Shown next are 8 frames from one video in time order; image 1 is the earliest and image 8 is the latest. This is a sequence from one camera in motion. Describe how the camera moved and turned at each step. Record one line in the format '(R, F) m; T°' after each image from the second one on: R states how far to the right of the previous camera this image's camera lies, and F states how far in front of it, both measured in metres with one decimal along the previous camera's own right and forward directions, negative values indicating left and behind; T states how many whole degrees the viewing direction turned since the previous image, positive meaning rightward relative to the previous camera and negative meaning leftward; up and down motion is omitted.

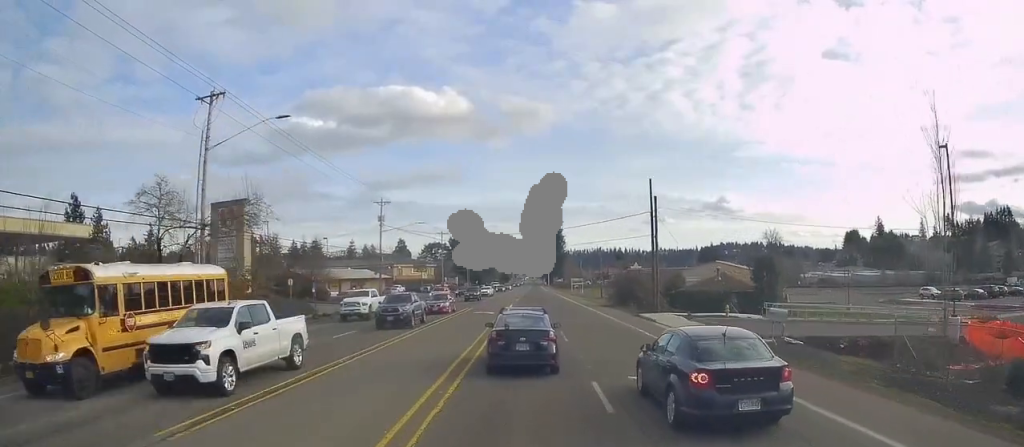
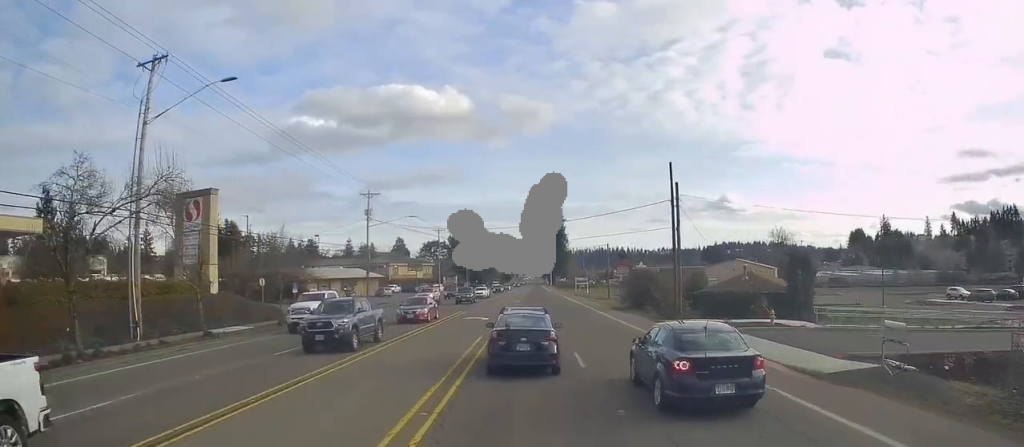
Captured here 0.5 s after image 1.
(+0.1, +6.5) m; 0°
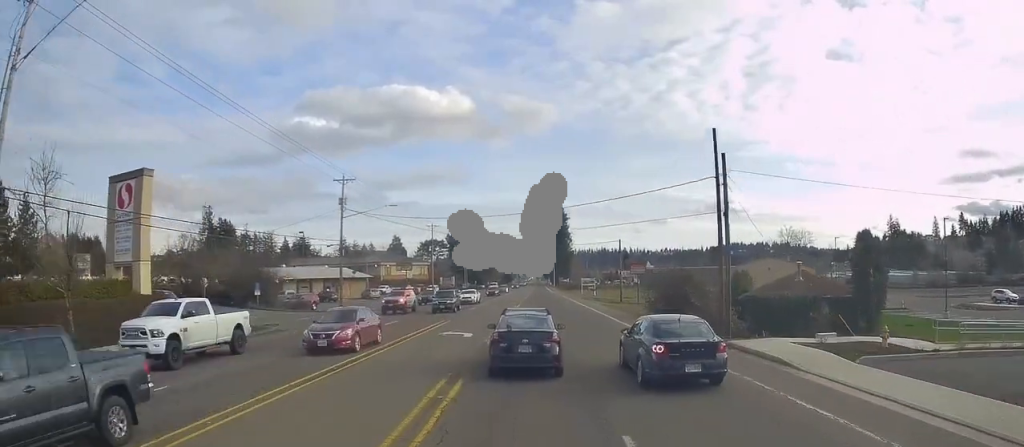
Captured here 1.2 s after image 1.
(+0.1, +9.7) m; 0°
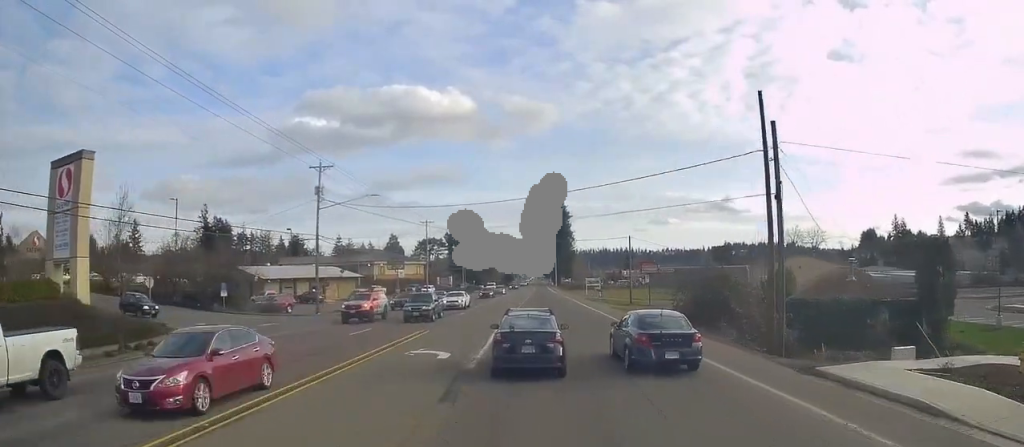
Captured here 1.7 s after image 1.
(0.0, +6.8) m; -1°
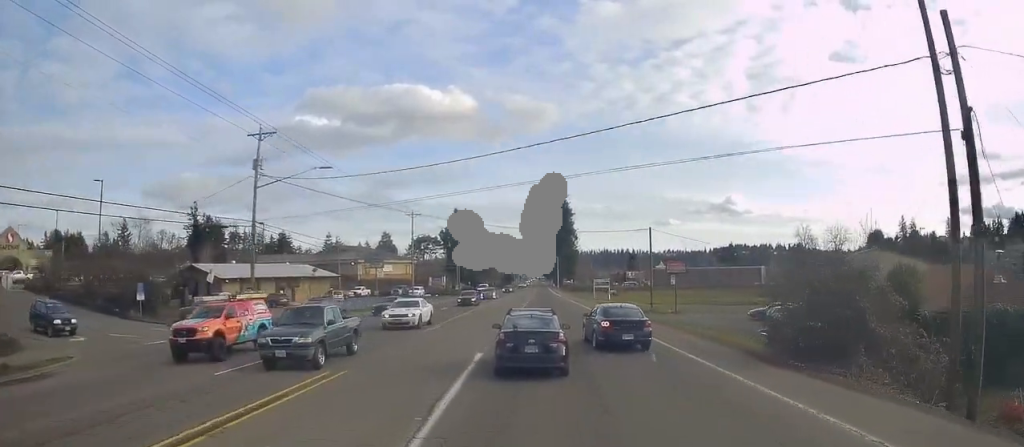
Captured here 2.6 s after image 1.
(-0.2, +12.6) m; 0°
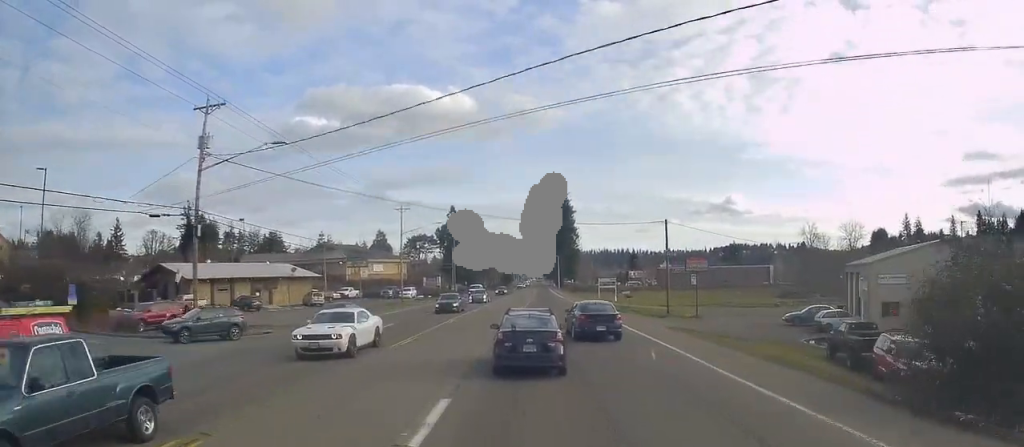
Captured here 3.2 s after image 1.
(-0.1, +7.6) m; 0°
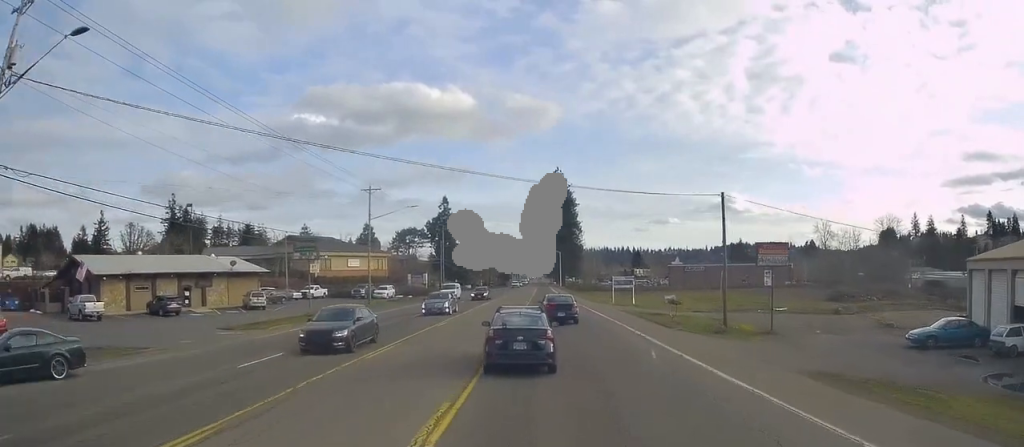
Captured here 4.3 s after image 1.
(+0.1, +16.1) m; 0°
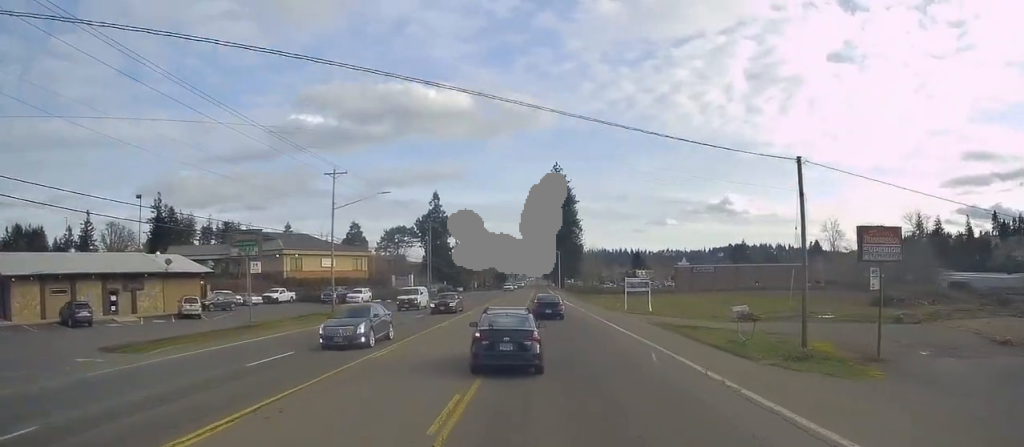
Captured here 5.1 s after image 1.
(-0.4, +10.9) m; +1°
